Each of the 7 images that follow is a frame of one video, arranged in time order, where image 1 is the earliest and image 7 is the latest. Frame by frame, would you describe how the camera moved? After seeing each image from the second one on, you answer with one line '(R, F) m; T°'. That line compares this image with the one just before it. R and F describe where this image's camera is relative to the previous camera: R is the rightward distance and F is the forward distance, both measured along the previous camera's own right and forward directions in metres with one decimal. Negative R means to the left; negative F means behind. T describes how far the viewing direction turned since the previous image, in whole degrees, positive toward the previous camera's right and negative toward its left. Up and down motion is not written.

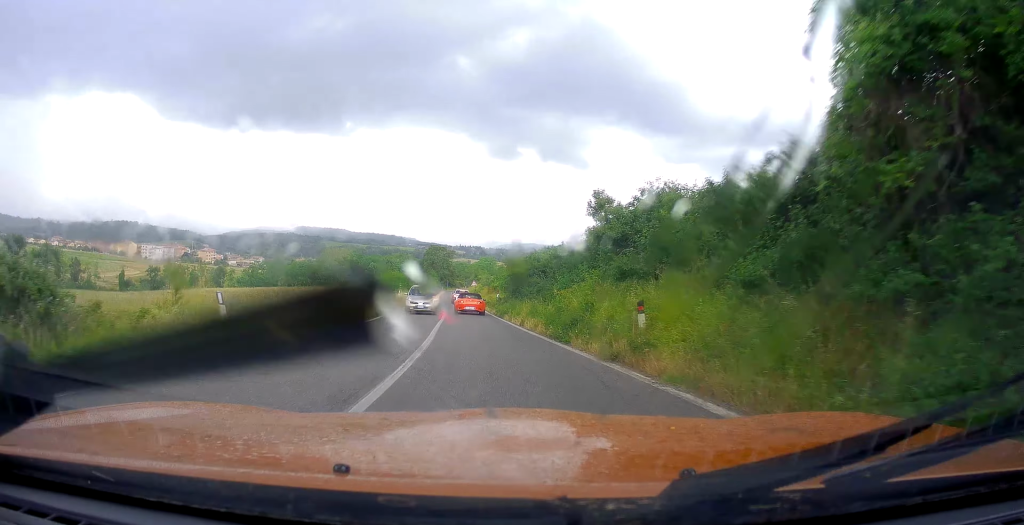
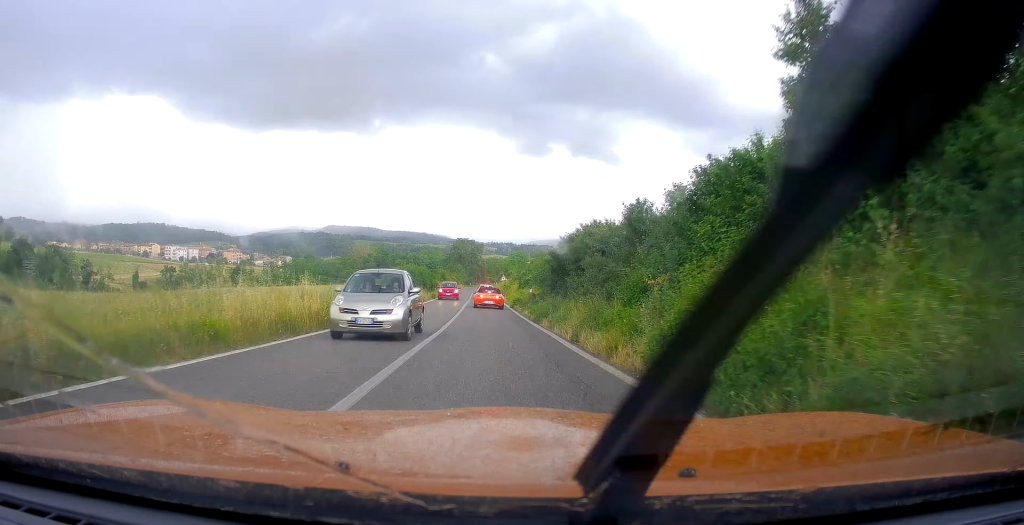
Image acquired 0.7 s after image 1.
(+0.1, +9.6) m; -2°
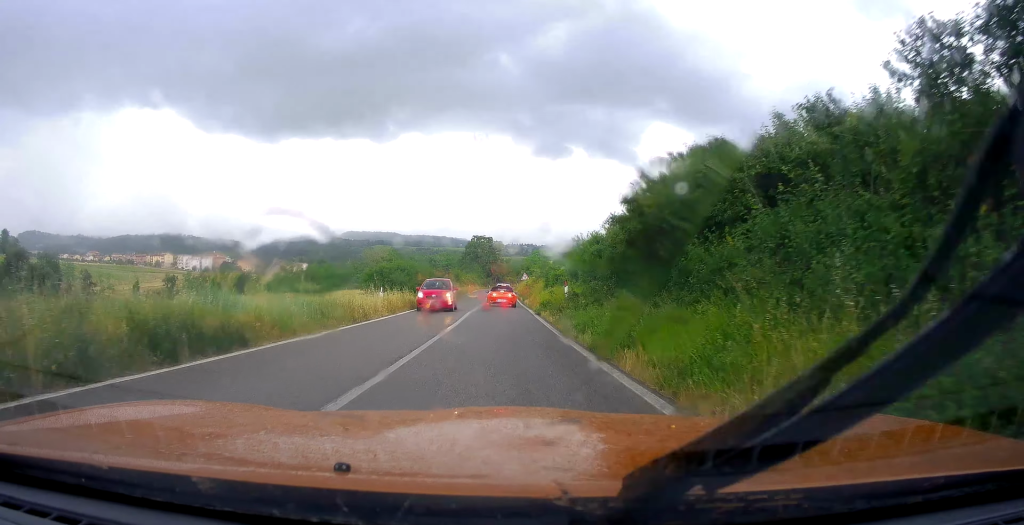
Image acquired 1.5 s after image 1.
(-0.4, +11.5) m; -2°
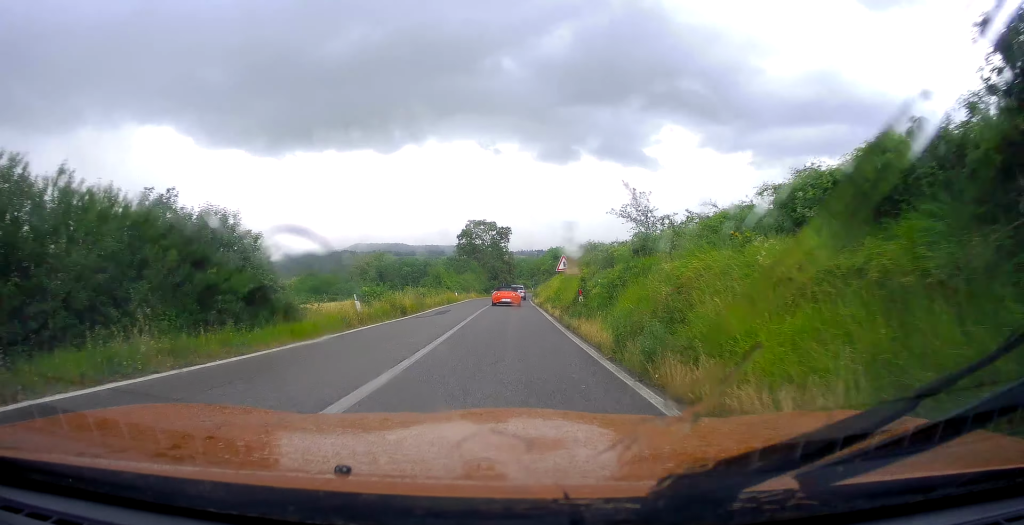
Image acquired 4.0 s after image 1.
(-0.3, +37.8) m; -1°
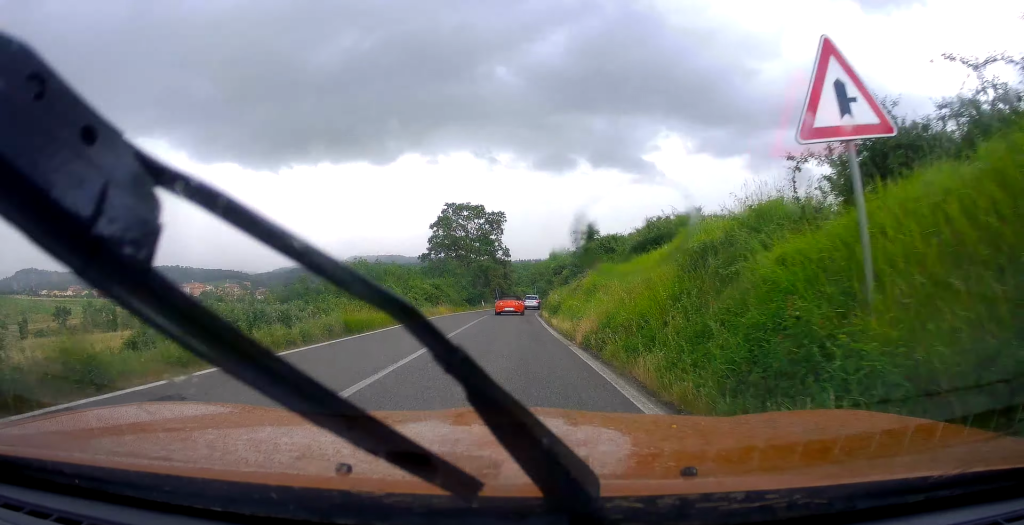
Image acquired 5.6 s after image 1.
(+0.2, +24.2) m; -1°
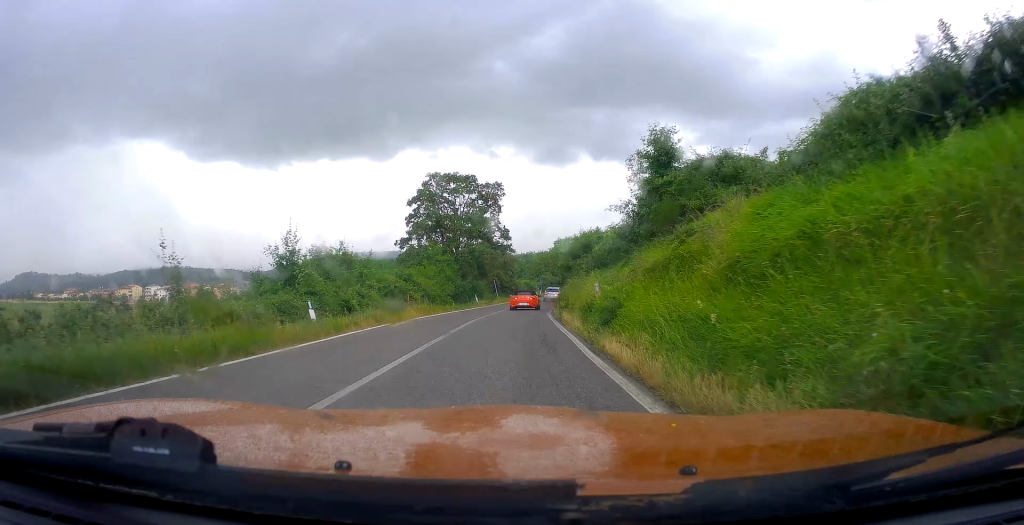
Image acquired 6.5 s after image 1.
(-0.5, +13.4) m; -1°
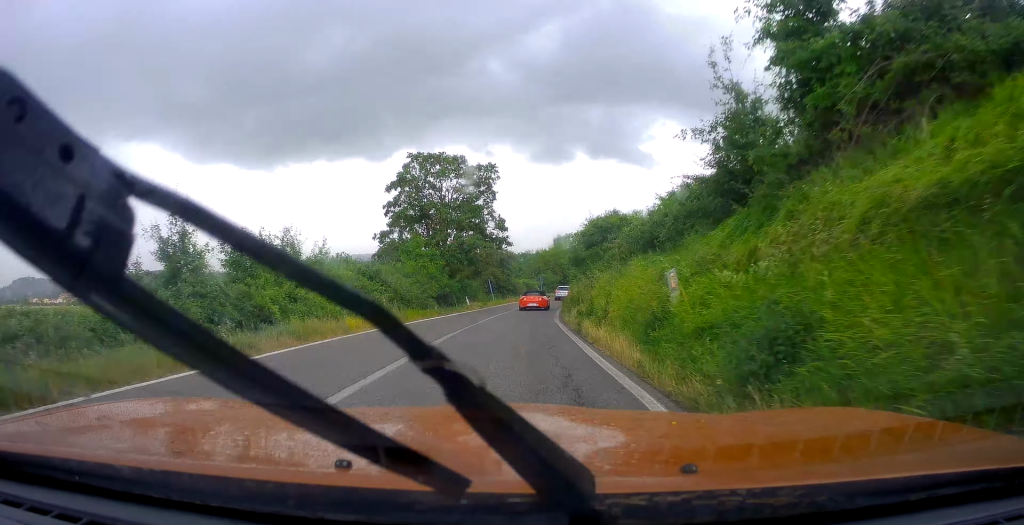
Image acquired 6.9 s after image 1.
(0.0, +7.1) m; +1°
